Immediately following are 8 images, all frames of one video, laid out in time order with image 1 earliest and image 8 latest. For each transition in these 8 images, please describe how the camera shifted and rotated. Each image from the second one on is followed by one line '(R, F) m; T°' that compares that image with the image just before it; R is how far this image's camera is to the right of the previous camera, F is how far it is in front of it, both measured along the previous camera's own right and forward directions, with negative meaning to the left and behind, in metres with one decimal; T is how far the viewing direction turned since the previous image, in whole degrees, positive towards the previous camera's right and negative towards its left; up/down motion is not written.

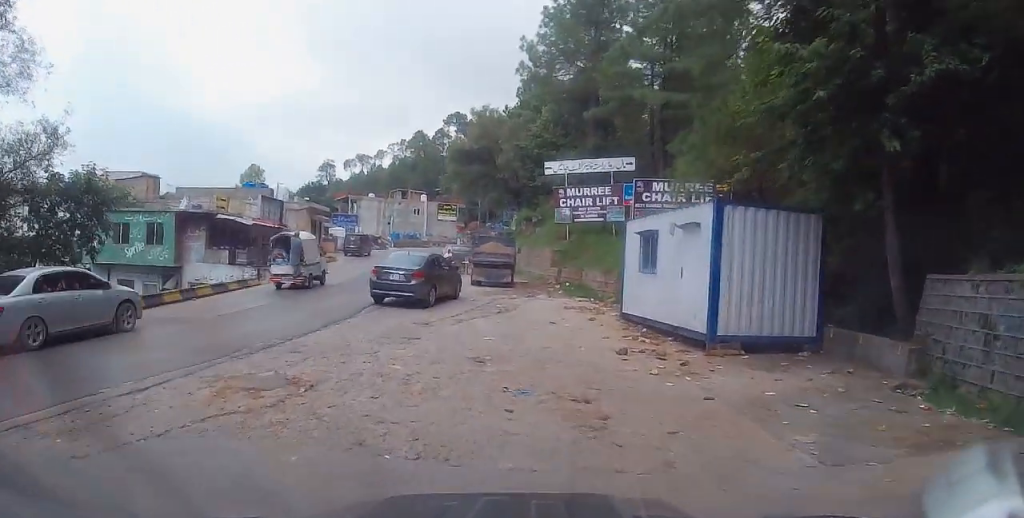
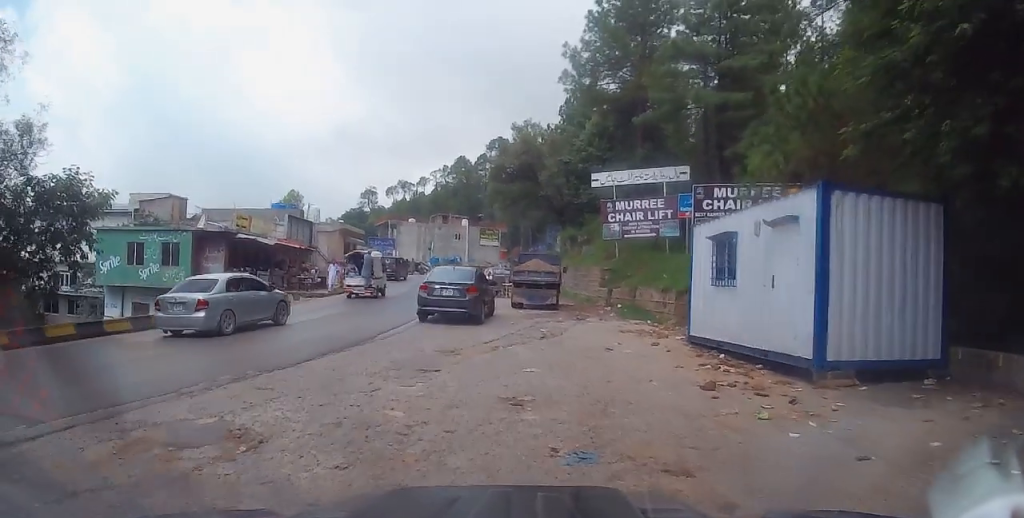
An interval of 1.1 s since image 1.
(+0.1, +2.6) m; +2°
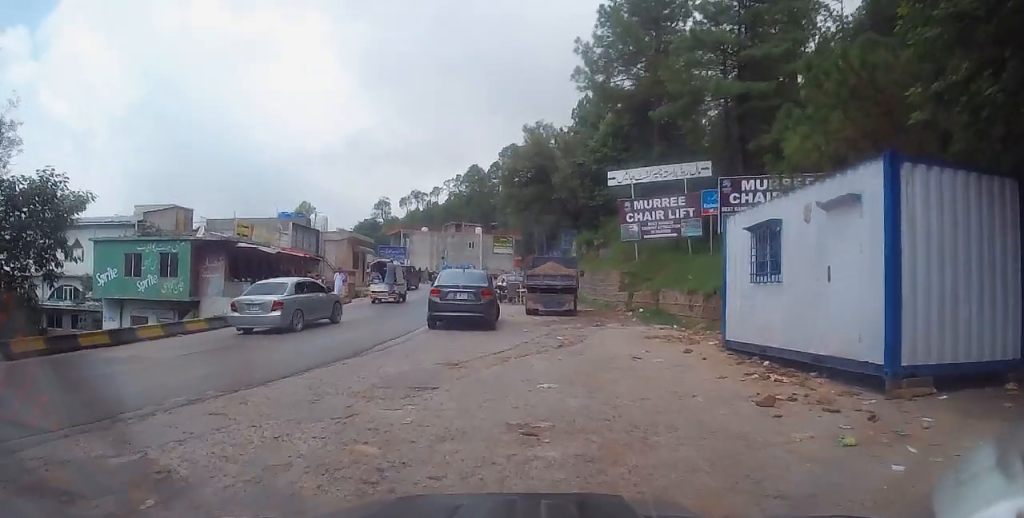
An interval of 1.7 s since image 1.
(0.0, +1.5) m; -3°
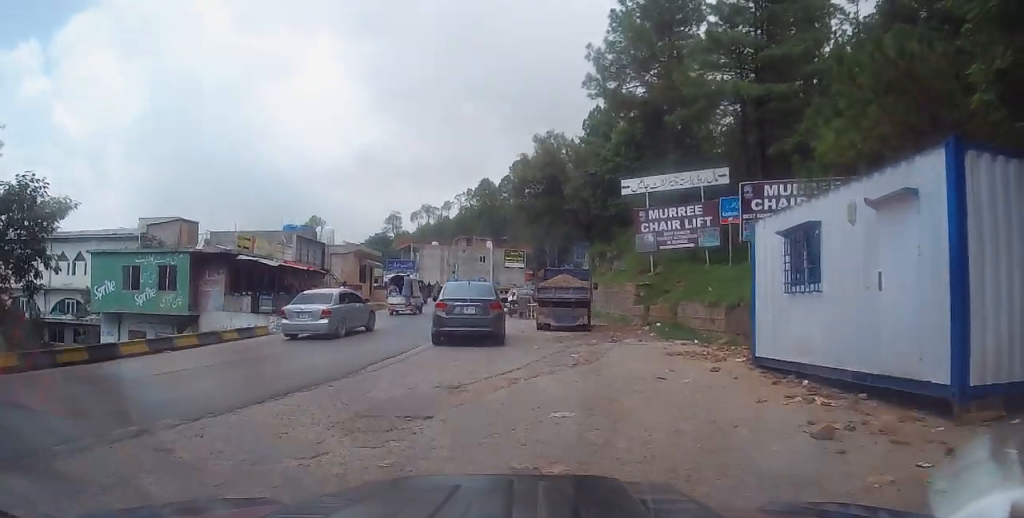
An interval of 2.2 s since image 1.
(0.0, +1.2) m; -4°
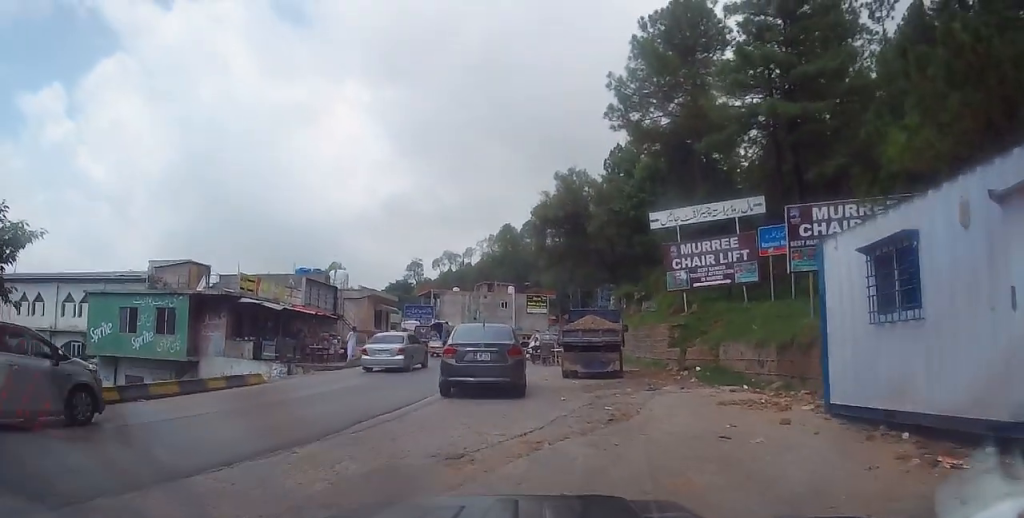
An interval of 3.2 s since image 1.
(-0.3, +1.8) m; -1°
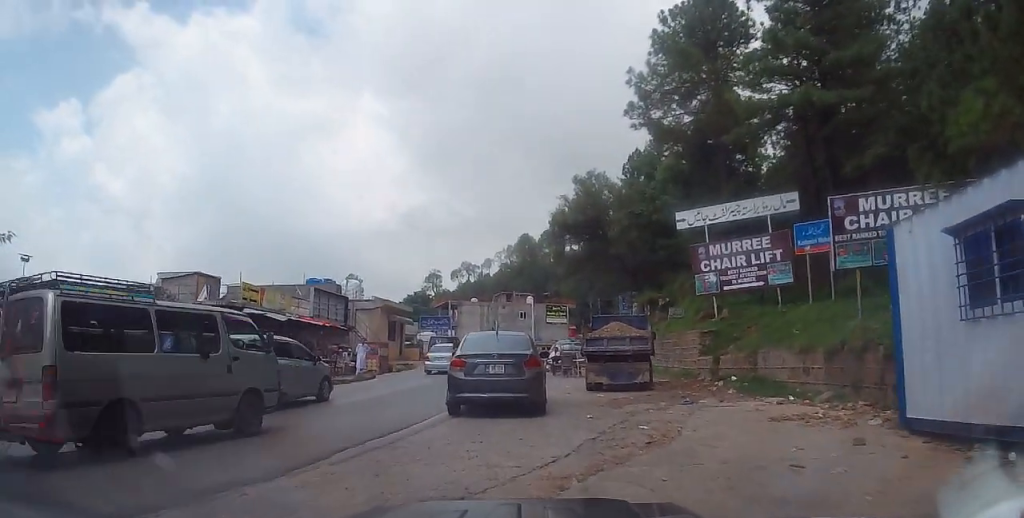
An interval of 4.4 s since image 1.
(+0.2, +1.5) m; 0°
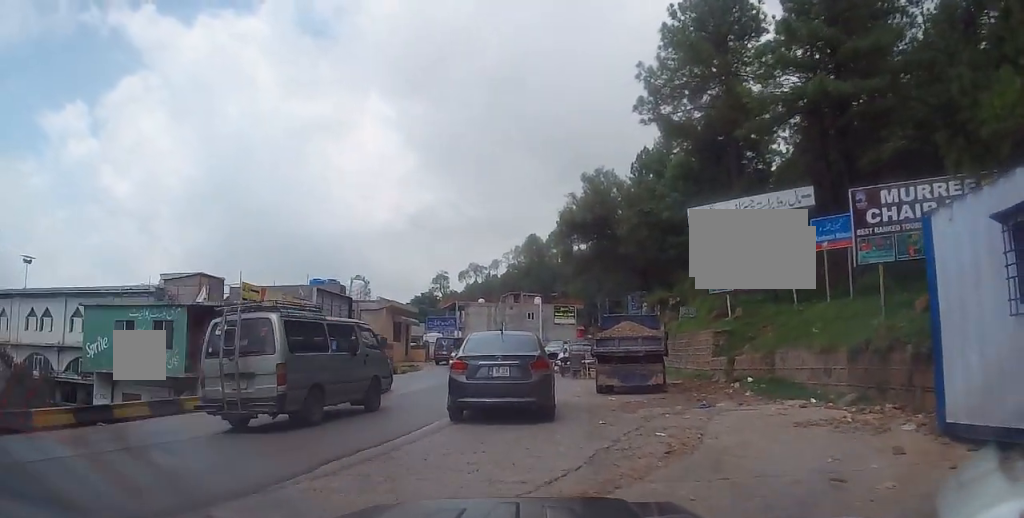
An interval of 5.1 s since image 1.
(-0.2, +0.8) m; 0°
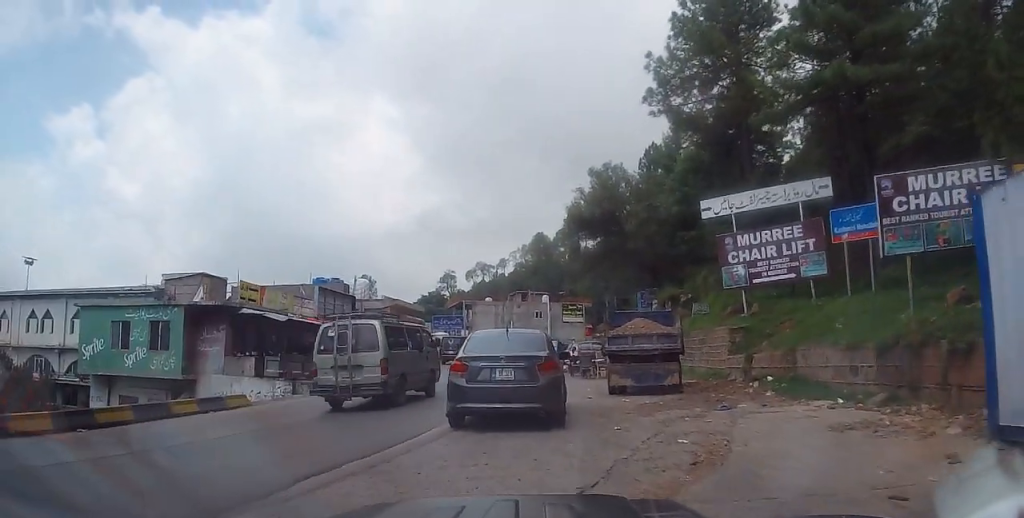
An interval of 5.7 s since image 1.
(+0.1, +0.8) m; 0°
